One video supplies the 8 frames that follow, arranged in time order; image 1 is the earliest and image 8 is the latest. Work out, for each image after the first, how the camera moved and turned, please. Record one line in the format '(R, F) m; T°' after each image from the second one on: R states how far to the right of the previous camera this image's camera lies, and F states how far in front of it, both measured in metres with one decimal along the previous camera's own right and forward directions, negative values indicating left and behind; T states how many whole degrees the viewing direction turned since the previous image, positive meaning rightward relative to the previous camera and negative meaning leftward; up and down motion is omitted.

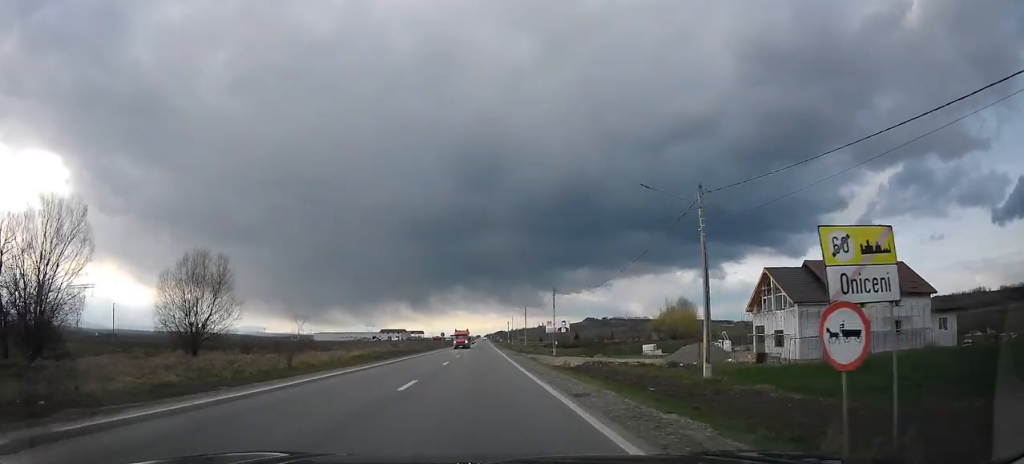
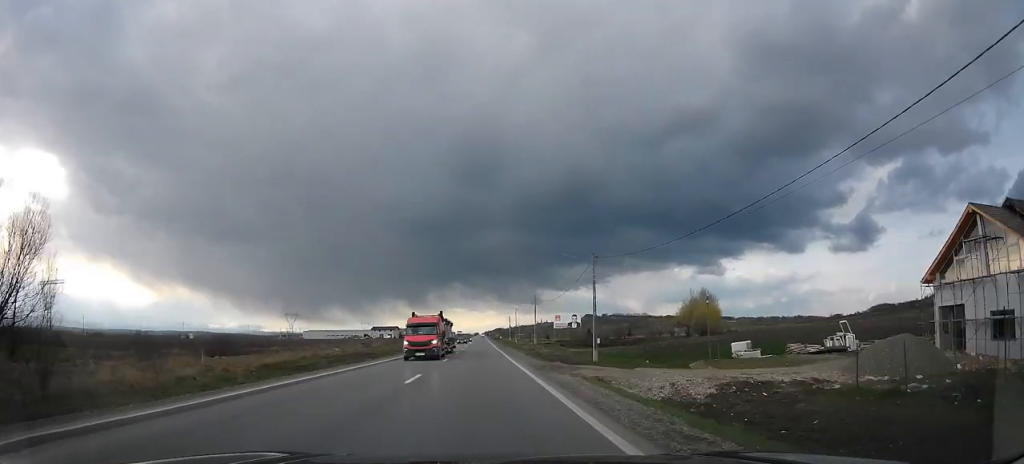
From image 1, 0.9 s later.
(-0.3, +23.0) m; -1°
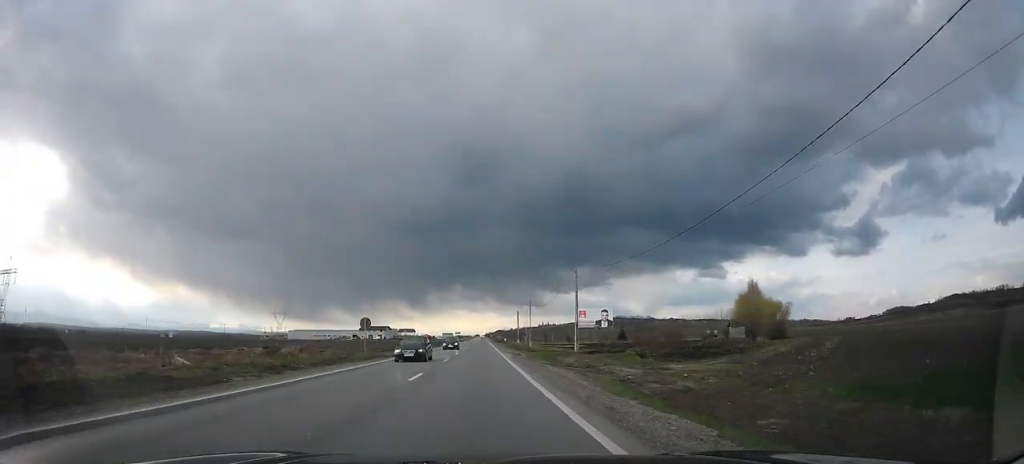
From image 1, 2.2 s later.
(+0.2, +35.0) m; +2°
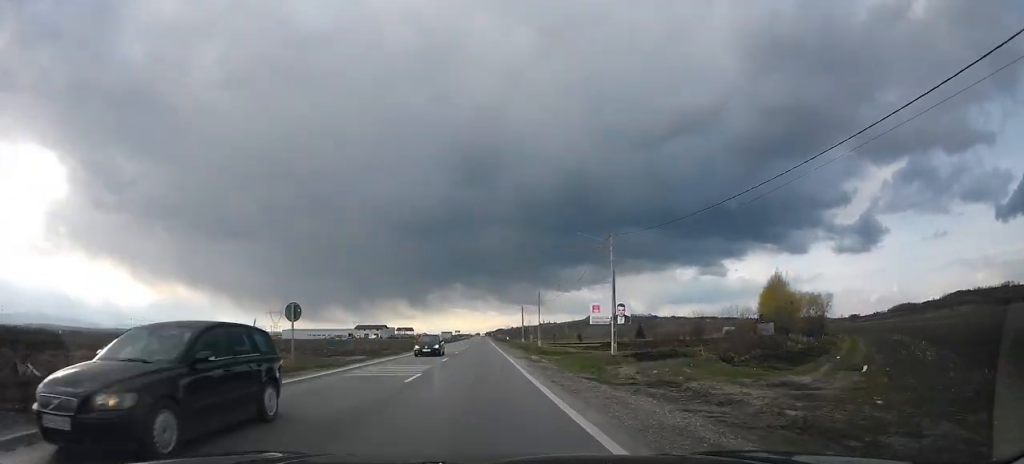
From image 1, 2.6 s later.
(+0.1, +12.7) m; +1°
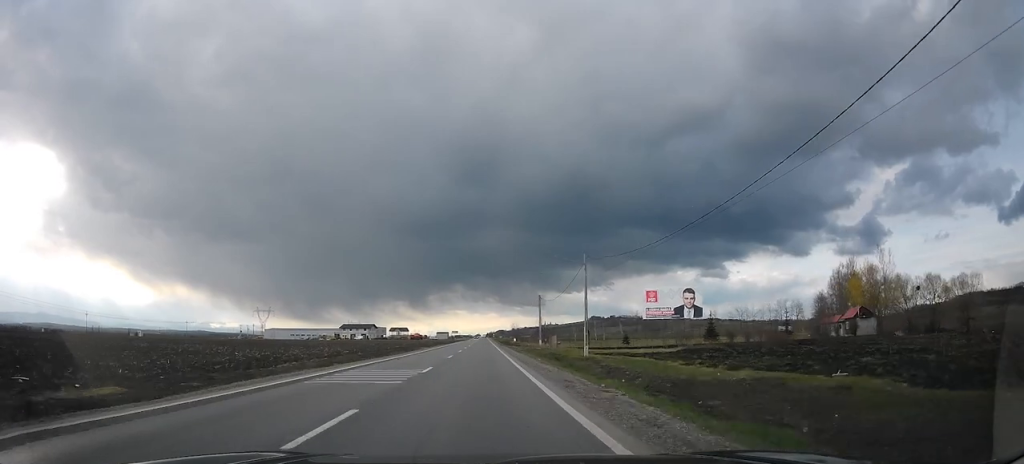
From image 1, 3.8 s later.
(+0.5, +32.1) m; 0°
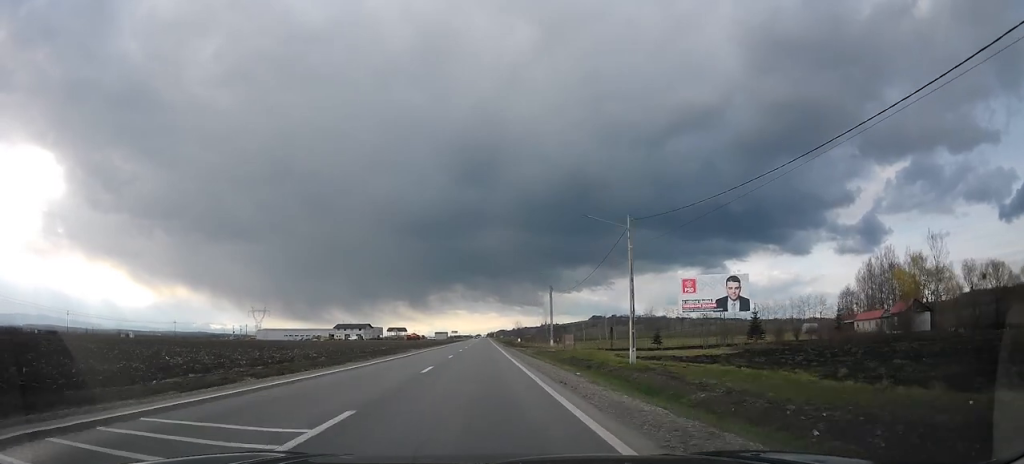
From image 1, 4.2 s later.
(-0.1, +12.1) m; 0°
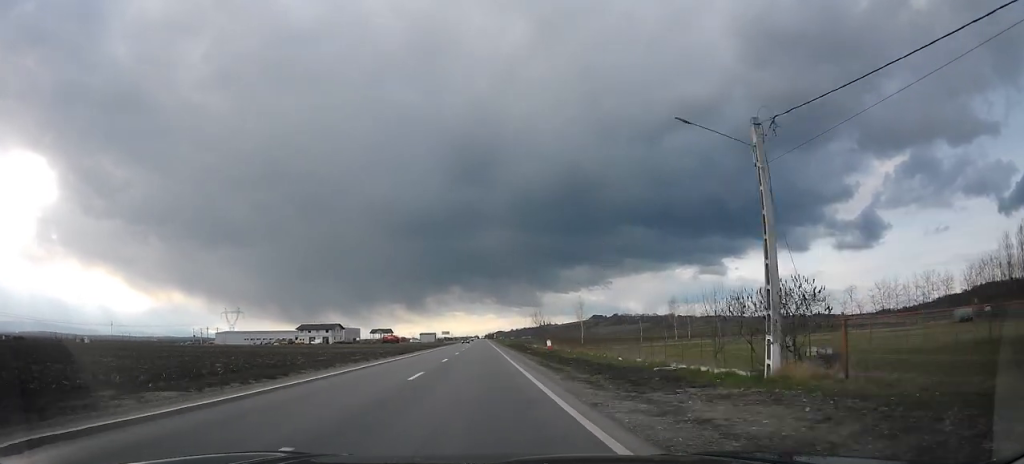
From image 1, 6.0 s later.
(-0.5, +50.1) m; -1°
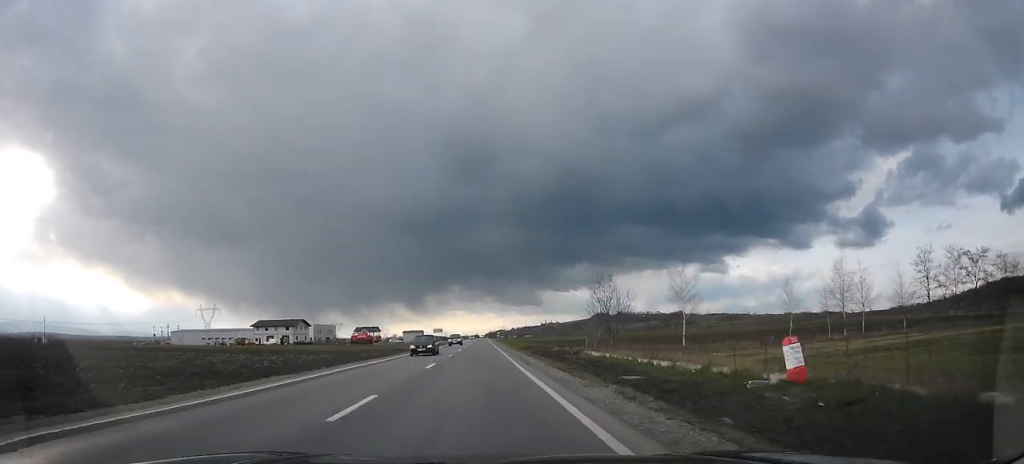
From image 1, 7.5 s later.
(-0.2, +43.3) m; +1°
